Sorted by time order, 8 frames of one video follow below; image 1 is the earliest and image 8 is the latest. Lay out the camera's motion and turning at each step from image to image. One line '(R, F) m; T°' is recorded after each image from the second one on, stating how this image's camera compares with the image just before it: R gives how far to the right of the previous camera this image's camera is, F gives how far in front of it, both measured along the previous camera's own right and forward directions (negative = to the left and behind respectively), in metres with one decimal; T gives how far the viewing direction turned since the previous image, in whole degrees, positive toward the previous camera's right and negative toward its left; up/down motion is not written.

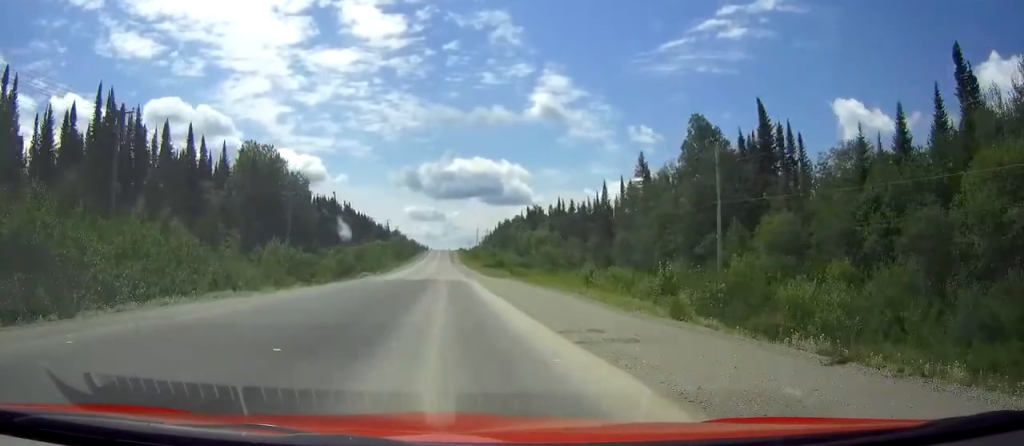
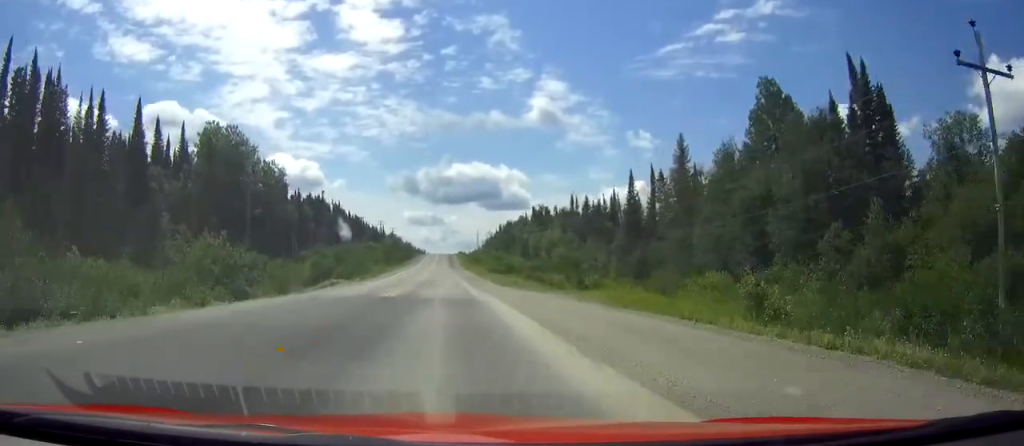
(-0.1, +20.0) m; 0°
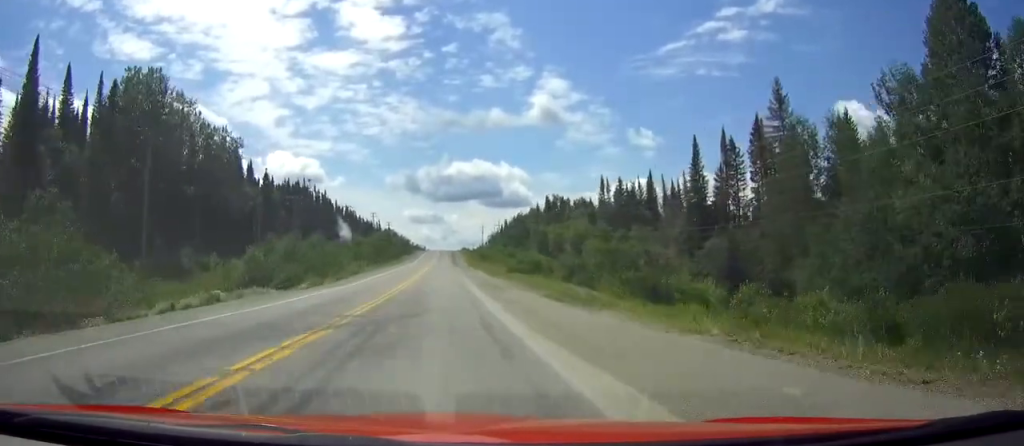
(0.0, +28.6) m; 0°
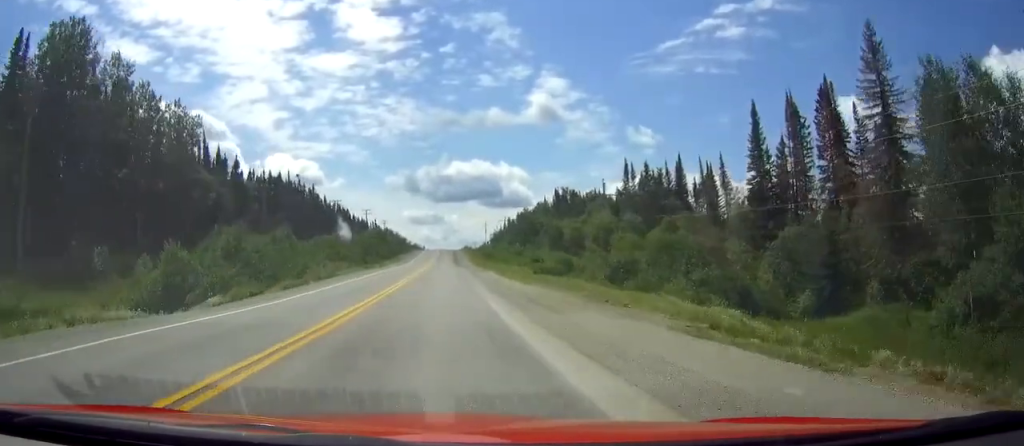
(+0.1, +17.3) m; 0°
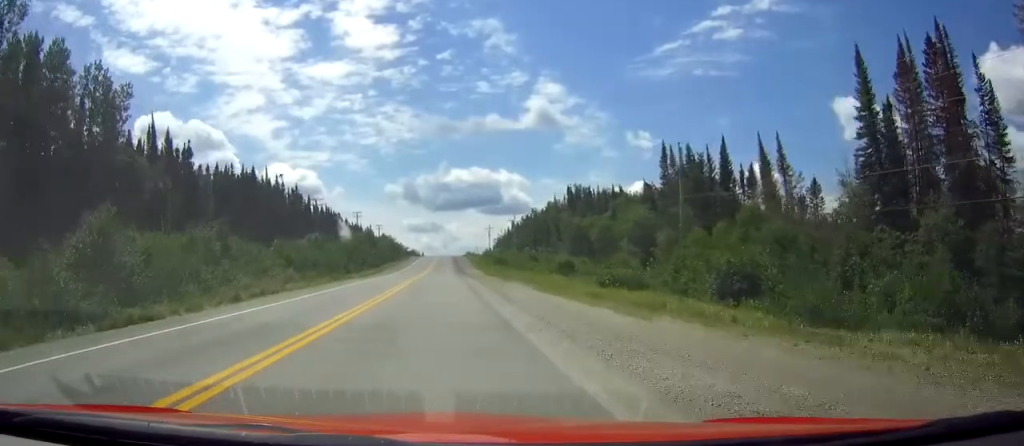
(0.0, +19.9) m; 0°
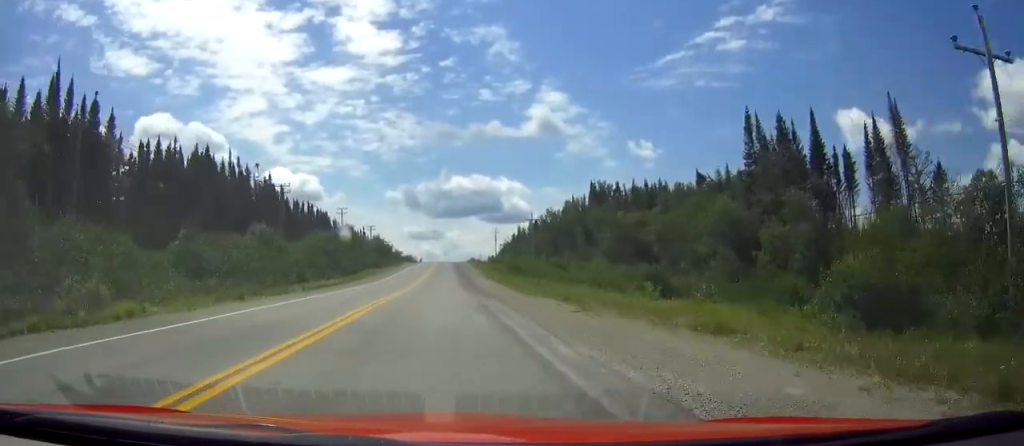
(-0.1, +25.9) m; 0°
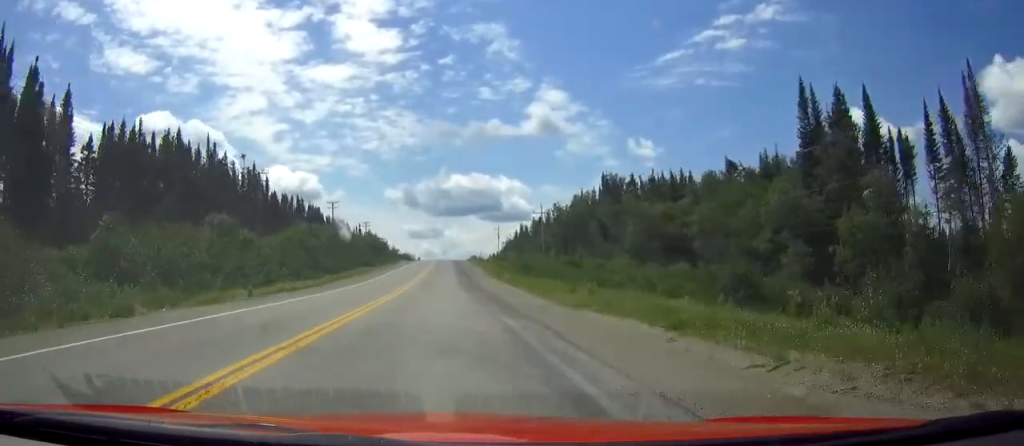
(0.0, +11.2) m; 0°
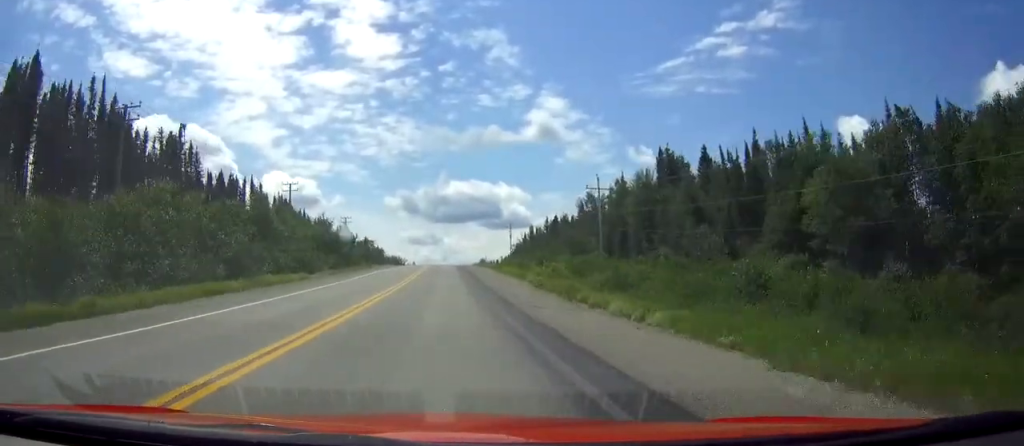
(+0.1, +36.1) m; 0°
